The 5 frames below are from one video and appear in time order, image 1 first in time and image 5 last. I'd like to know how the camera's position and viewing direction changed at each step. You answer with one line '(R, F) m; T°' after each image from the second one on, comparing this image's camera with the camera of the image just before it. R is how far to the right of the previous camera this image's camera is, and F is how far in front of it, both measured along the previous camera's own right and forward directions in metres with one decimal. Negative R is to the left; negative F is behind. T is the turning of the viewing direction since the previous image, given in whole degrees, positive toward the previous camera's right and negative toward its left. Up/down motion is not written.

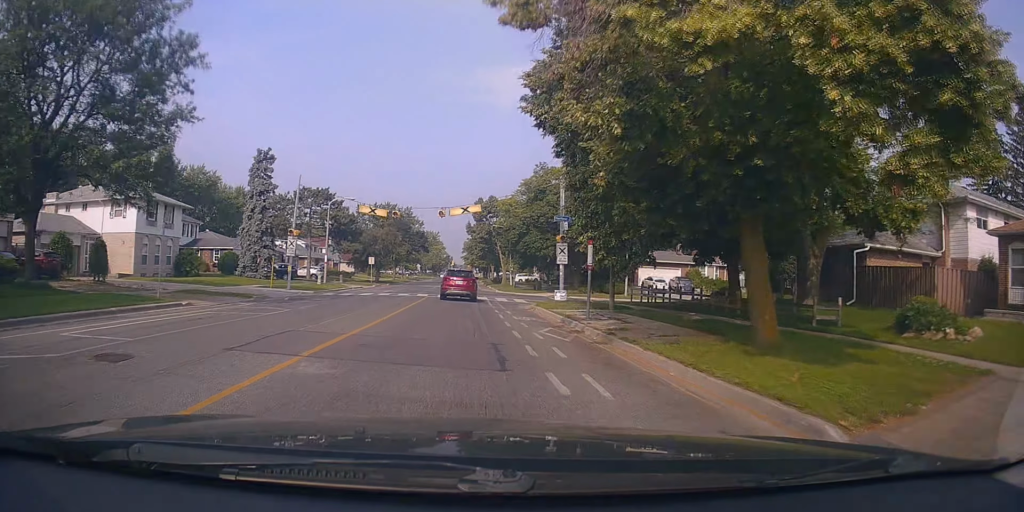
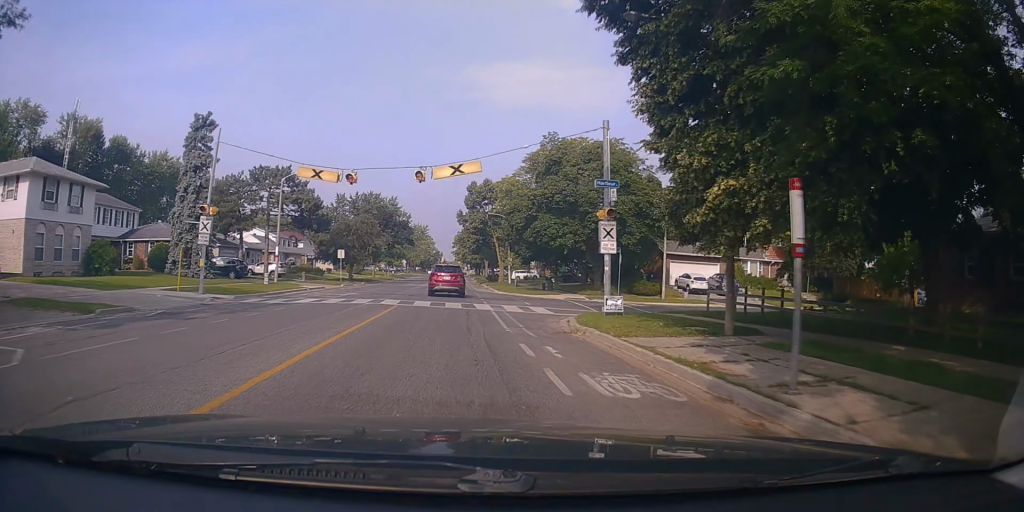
(+0.2, +12.1) m; +1°
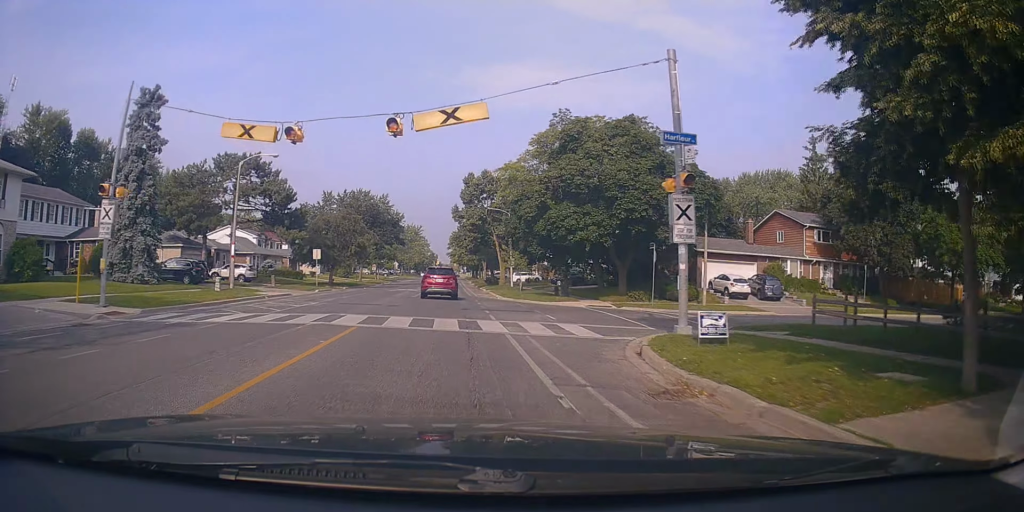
(0.0, +7.8) m; 0°
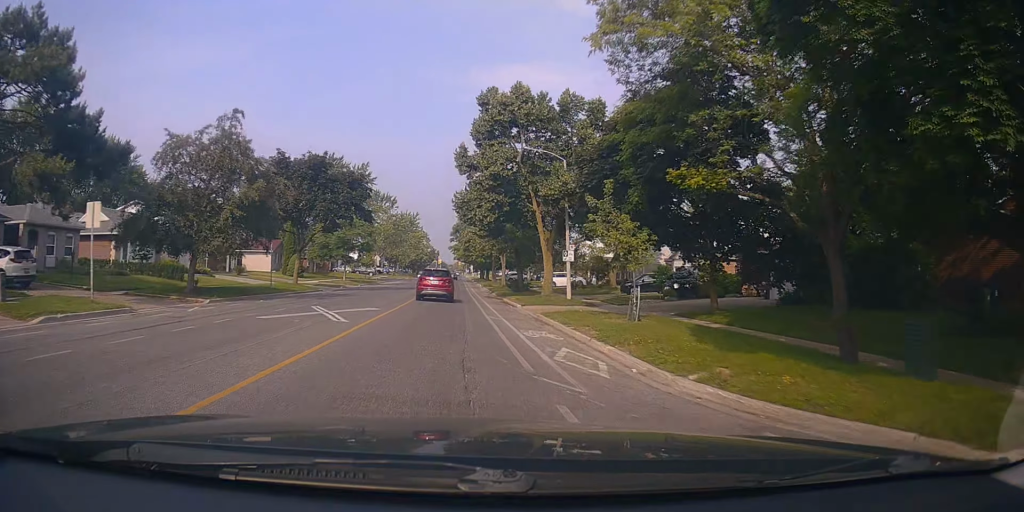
(+0.8, +30.0) m; 0°
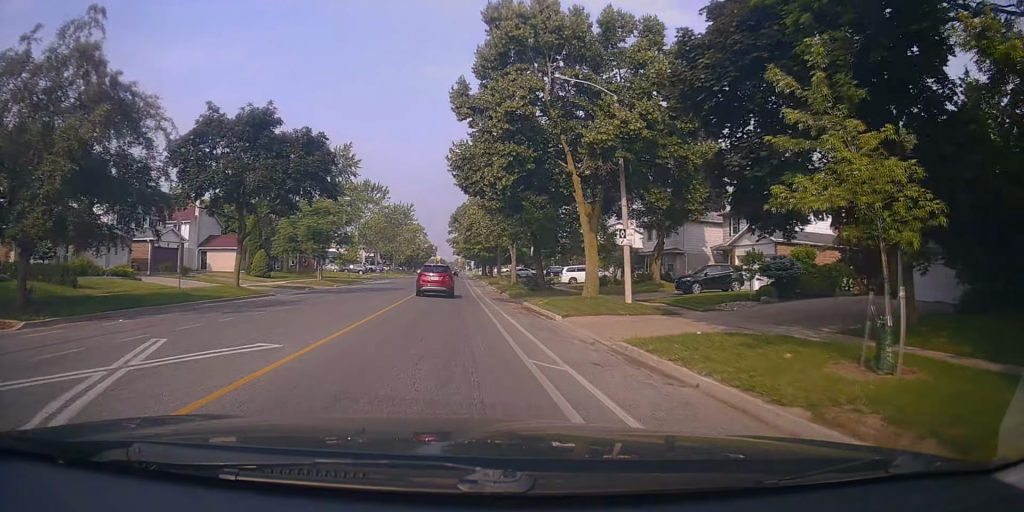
(-0.8, +11.4) m; 0°
